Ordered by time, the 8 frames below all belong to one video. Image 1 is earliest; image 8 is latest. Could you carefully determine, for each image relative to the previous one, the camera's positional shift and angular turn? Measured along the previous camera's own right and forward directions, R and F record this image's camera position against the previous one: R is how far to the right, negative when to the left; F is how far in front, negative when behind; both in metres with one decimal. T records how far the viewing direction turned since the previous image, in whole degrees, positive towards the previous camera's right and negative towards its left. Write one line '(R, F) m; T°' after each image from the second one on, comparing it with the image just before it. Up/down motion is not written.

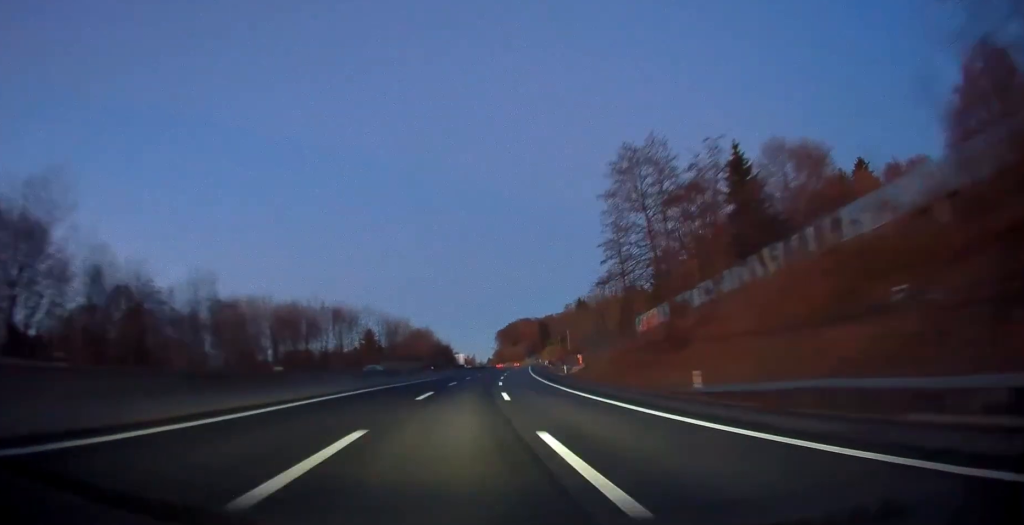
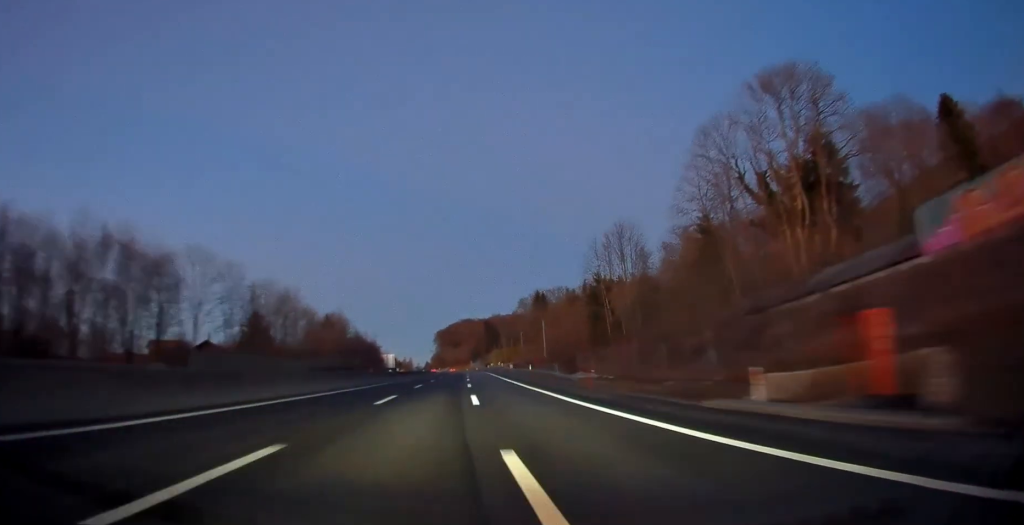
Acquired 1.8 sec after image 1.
(+2.9, +56.0) m; +6°
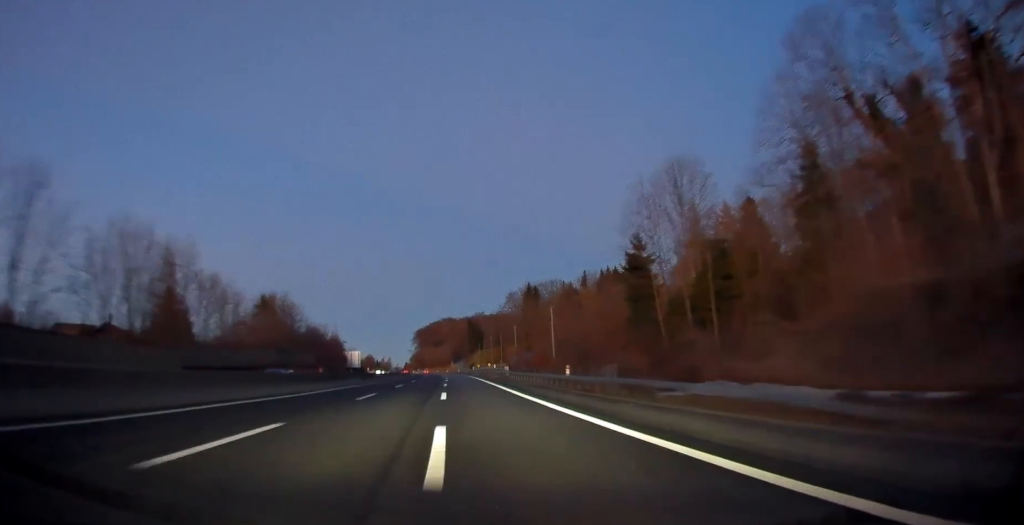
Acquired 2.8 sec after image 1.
(+1.0, +31.8) m; +3°
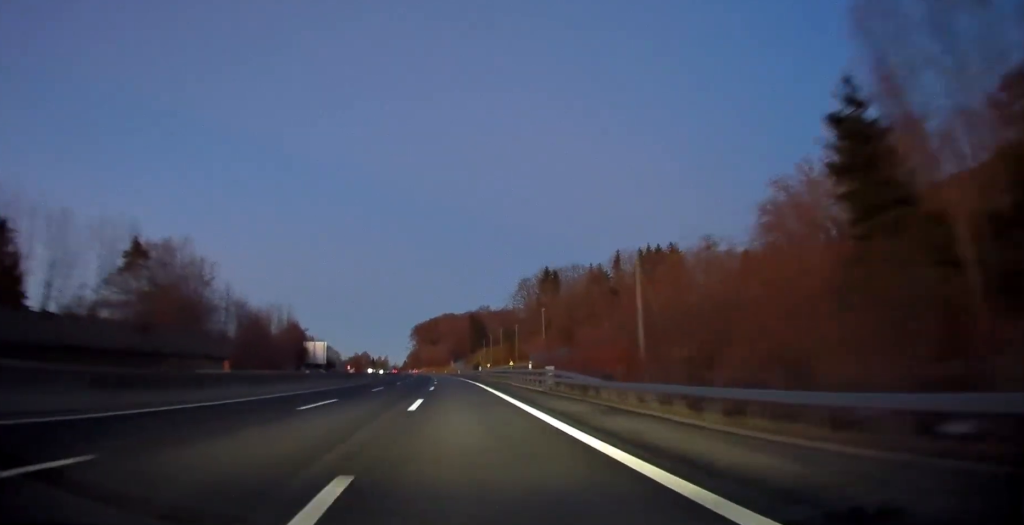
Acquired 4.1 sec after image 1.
(+0.9, +41.5) m; +2°
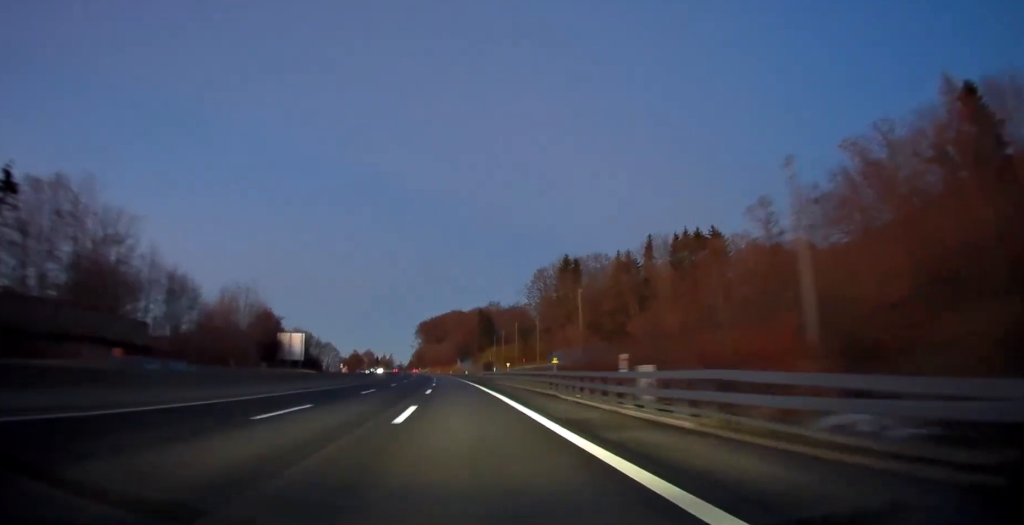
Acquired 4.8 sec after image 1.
(+0.1, +22.4) m; 0°
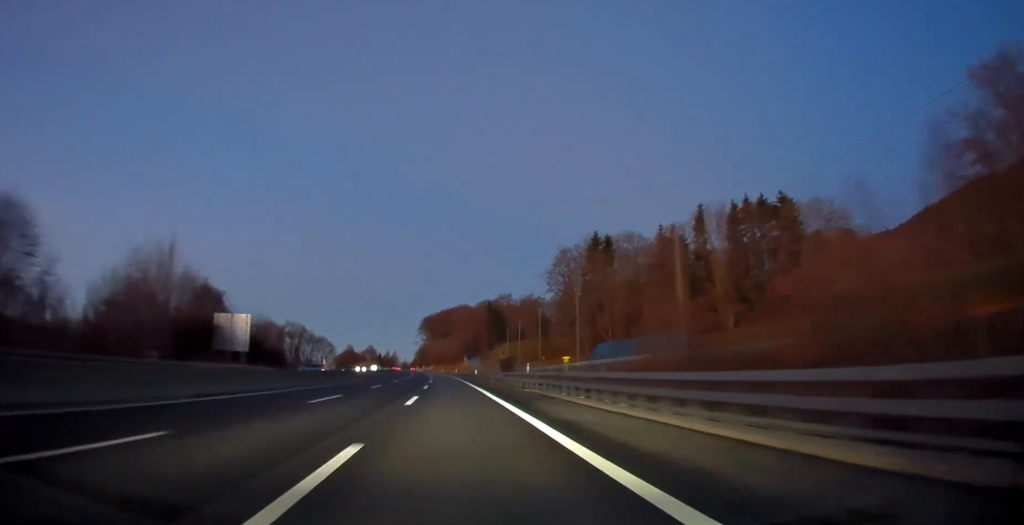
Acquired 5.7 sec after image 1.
(-0.1, +28.8) m; 0°
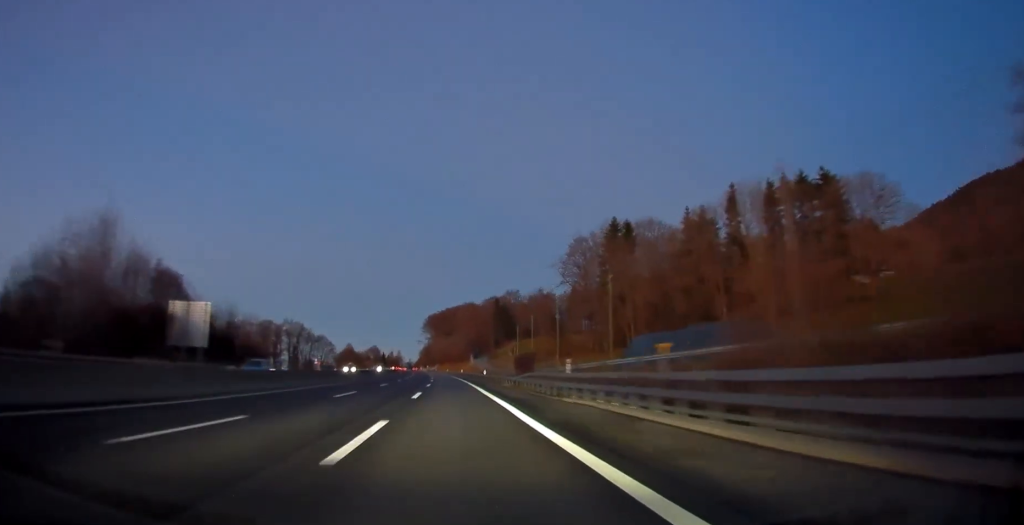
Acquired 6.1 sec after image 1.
(0.0, +12.8) m; 0°
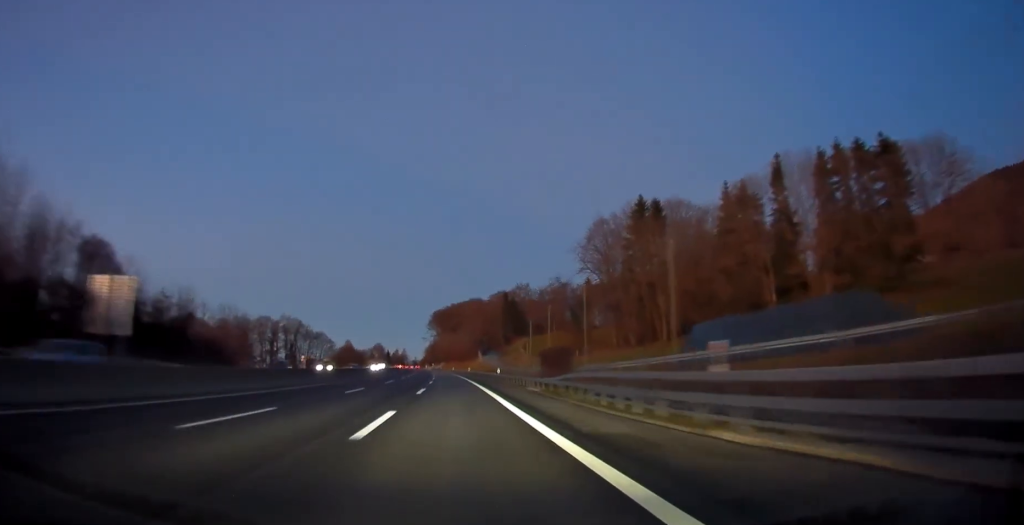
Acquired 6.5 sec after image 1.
(0.0, +14.9) m; 0°
